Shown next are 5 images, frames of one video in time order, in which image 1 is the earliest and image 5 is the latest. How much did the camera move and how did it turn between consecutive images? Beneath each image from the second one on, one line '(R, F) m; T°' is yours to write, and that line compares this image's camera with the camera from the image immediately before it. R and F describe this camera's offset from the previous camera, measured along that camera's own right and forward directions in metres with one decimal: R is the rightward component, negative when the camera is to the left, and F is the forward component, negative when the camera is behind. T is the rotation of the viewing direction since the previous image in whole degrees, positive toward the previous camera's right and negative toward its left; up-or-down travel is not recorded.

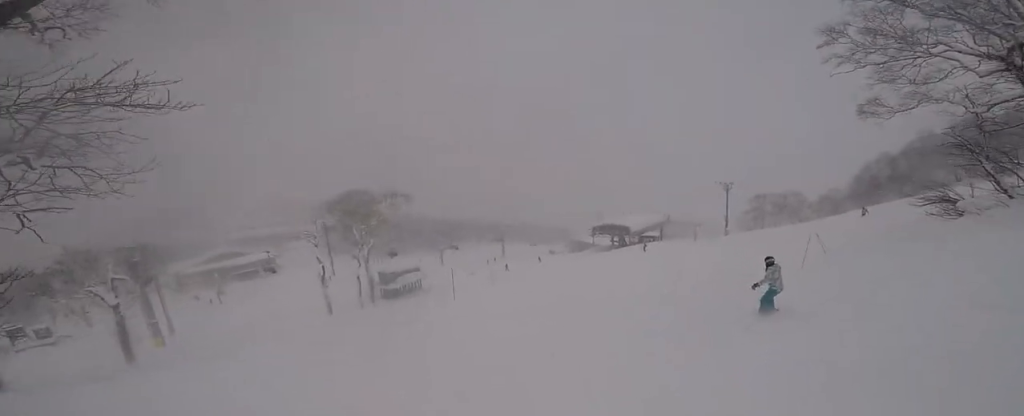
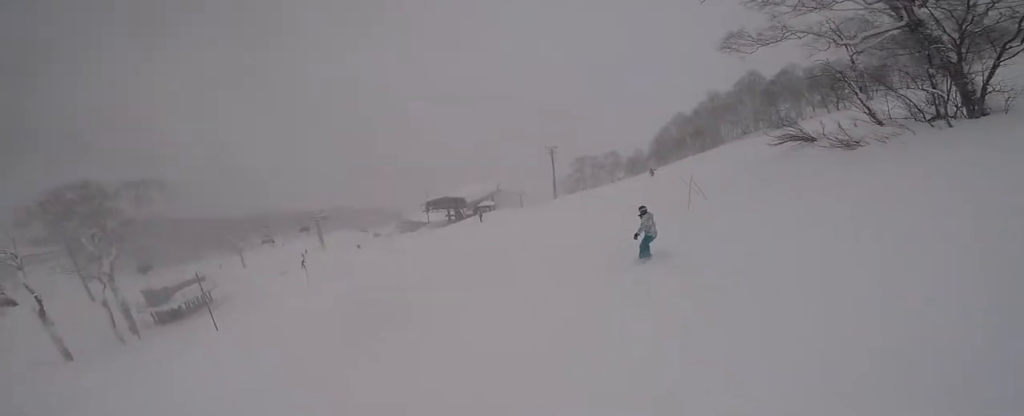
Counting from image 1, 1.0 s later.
(-0.1, +7.2) m; -4°
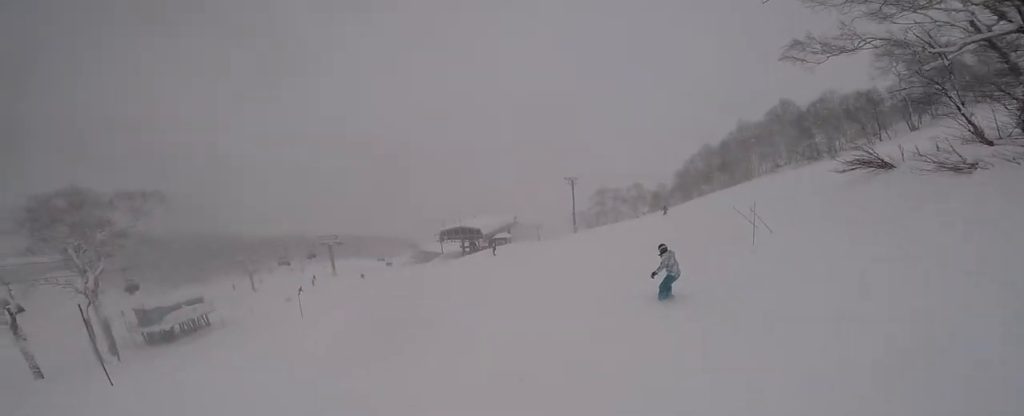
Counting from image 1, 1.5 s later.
(-0.3, +3.8) m; +4°
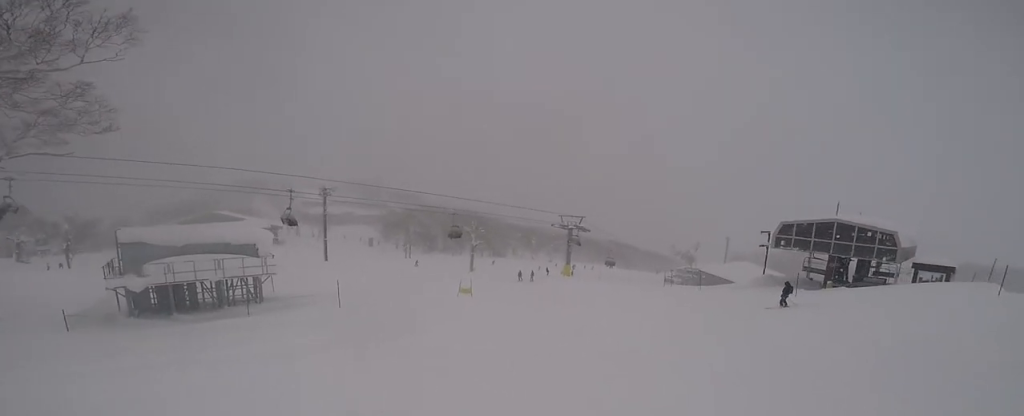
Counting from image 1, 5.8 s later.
(-5.4, +33.9) m; -20°
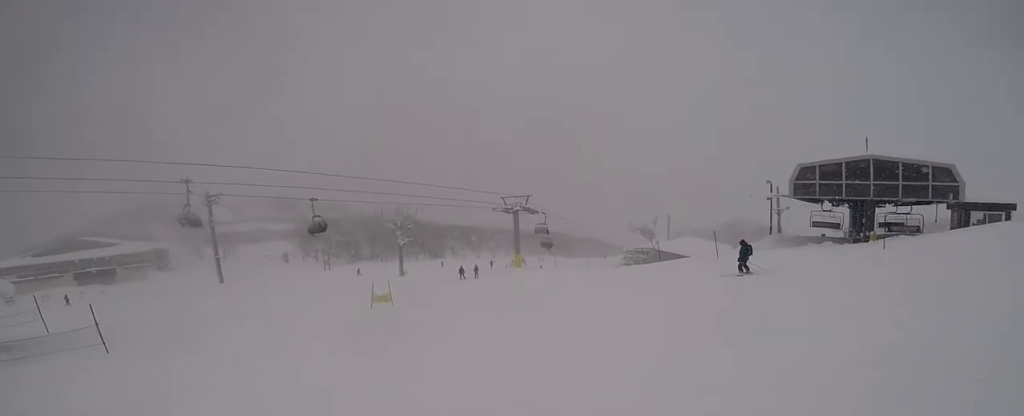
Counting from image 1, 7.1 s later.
(+0.8, +10.4) m; -3°
